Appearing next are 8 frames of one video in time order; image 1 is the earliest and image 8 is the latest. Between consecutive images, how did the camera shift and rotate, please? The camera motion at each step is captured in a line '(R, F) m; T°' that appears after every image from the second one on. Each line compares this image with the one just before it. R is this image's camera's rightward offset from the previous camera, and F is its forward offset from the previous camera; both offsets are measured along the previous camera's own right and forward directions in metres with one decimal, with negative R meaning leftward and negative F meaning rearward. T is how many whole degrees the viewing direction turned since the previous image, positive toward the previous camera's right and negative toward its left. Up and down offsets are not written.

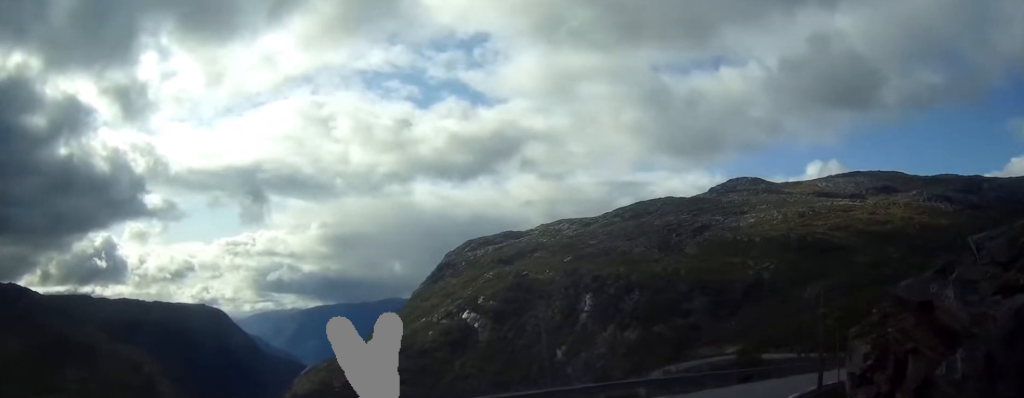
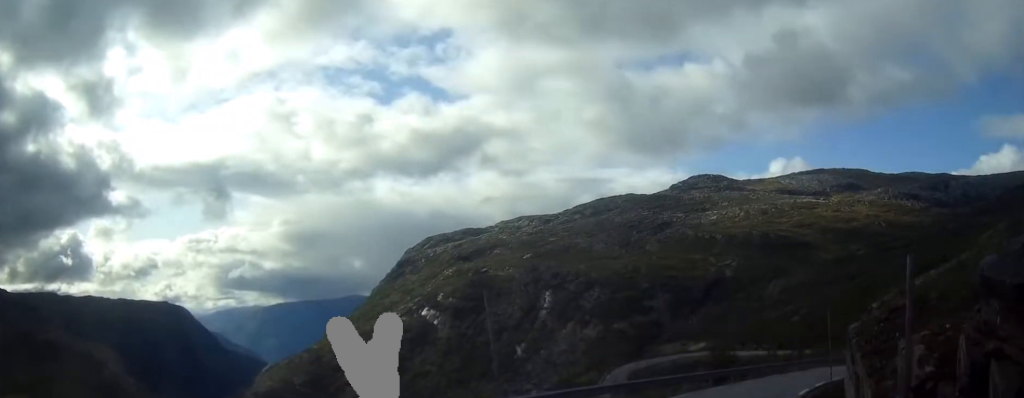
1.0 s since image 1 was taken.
(+0.4, +4.3) m; +5°
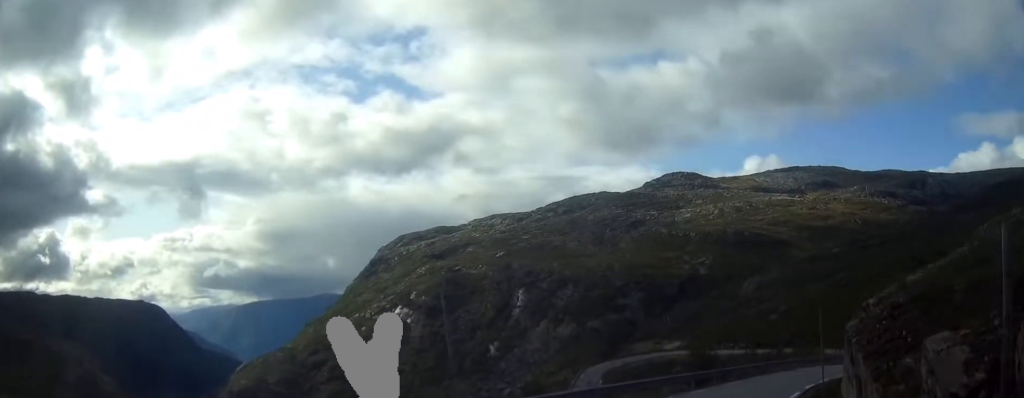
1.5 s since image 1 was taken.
(+0.1, +2.4) m; +1°
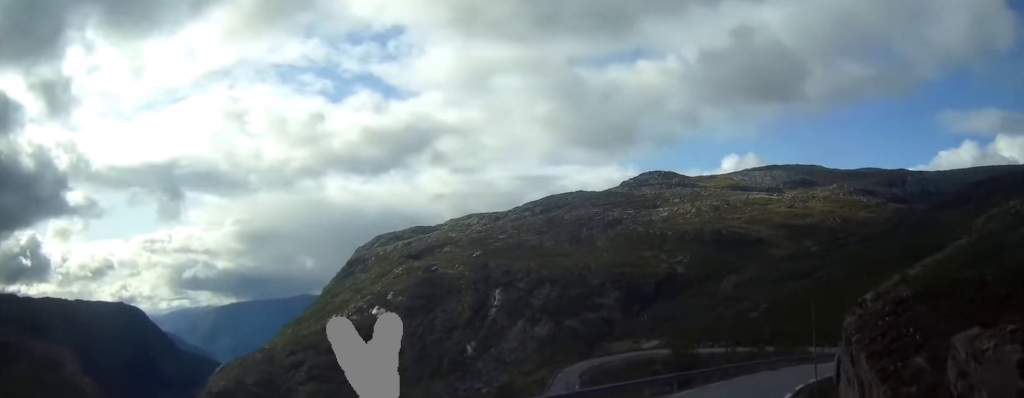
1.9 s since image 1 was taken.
(-0.1, +2.0) m; +1°
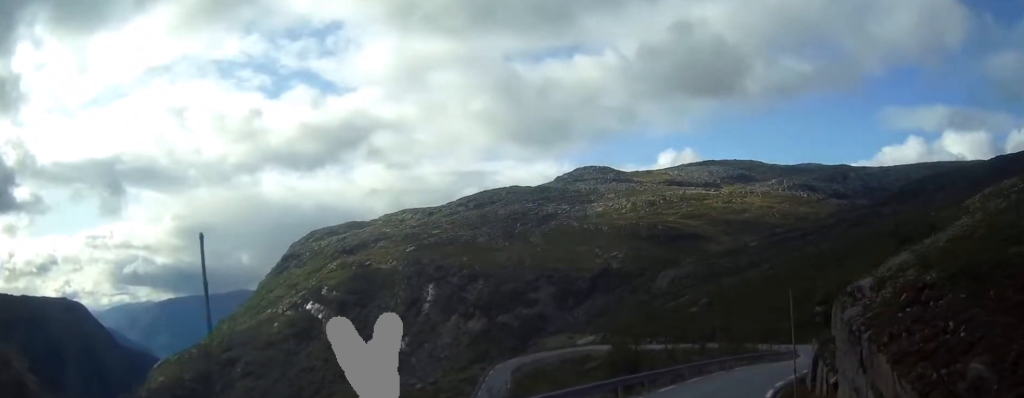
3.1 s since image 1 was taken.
(+0.3, +5.4) m; +11°
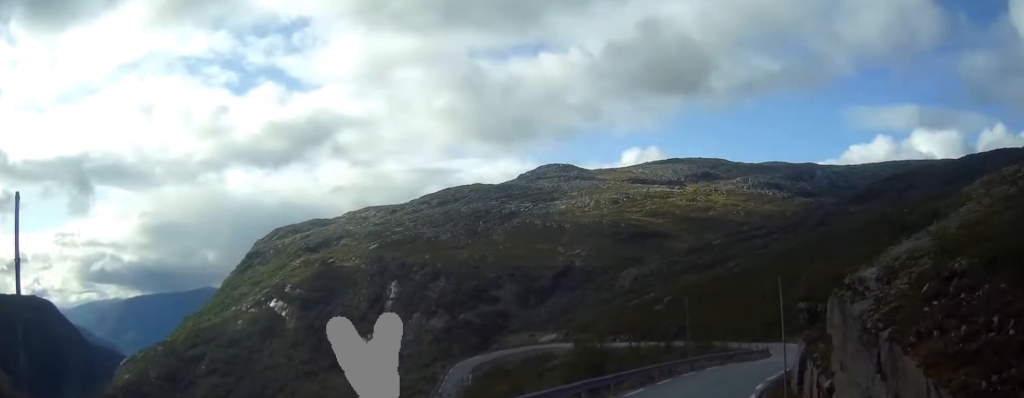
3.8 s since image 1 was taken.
(+0.3, +2.9) m; +5°
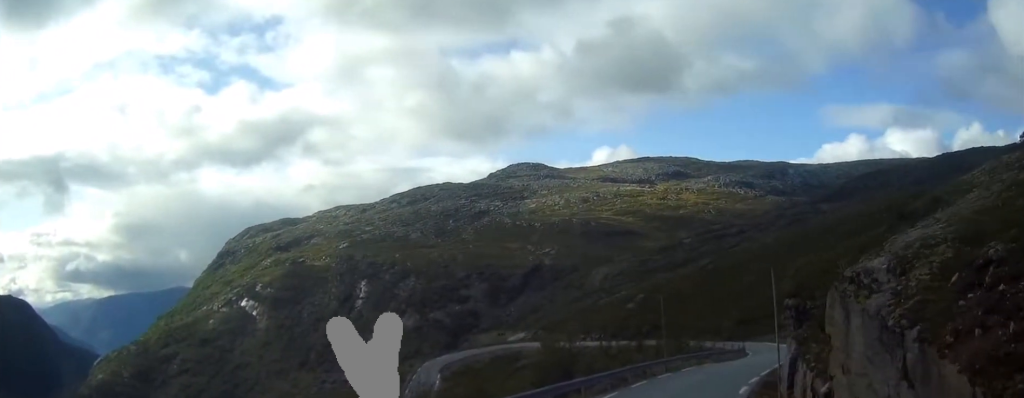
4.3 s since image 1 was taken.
(+0.2, +2.1) m; +2°
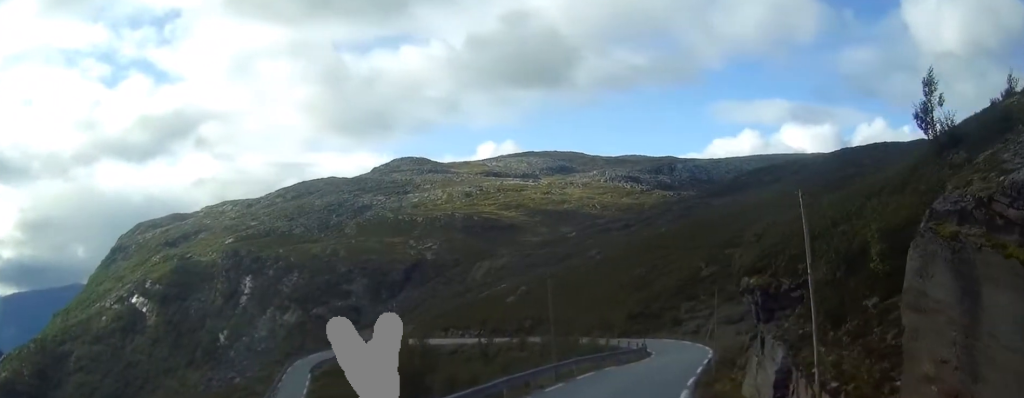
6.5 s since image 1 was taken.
(-0.3, +9.3) m; +1°
